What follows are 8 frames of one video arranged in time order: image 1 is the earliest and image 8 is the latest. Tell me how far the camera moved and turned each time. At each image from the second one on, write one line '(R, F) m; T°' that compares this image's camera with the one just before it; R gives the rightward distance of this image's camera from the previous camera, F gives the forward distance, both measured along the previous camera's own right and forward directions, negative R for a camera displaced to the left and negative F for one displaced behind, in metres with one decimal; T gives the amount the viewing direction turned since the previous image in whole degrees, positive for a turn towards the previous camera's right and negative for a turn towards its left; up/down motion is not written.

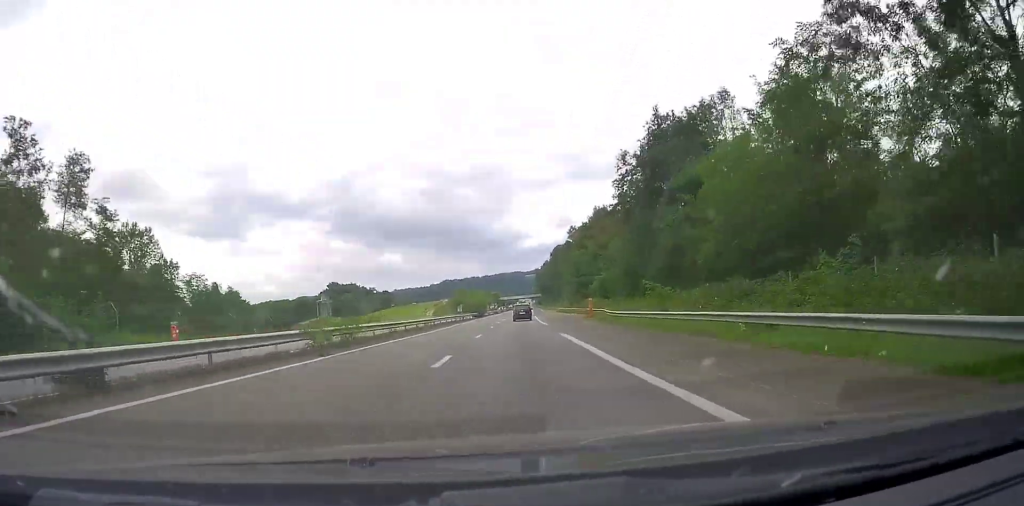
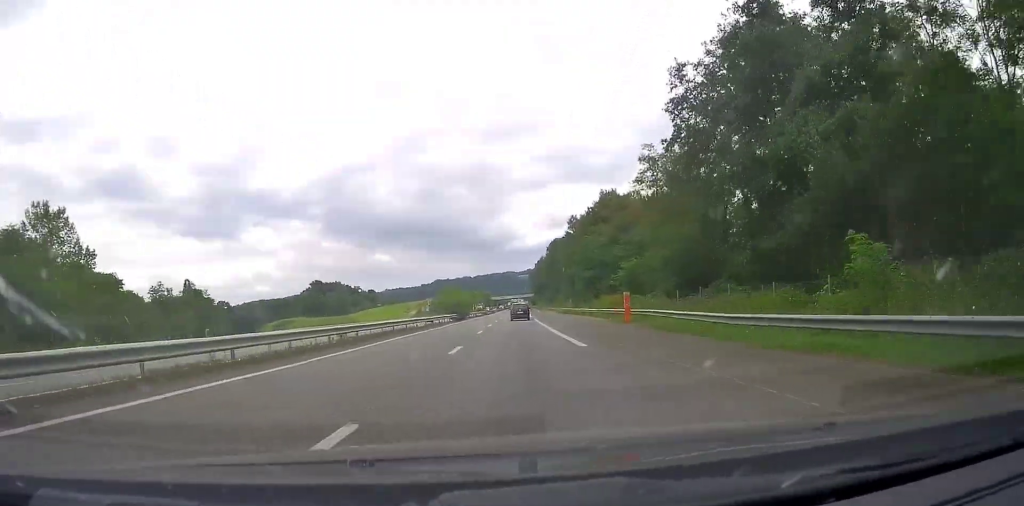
(+0.7, +24.8) m; +2°
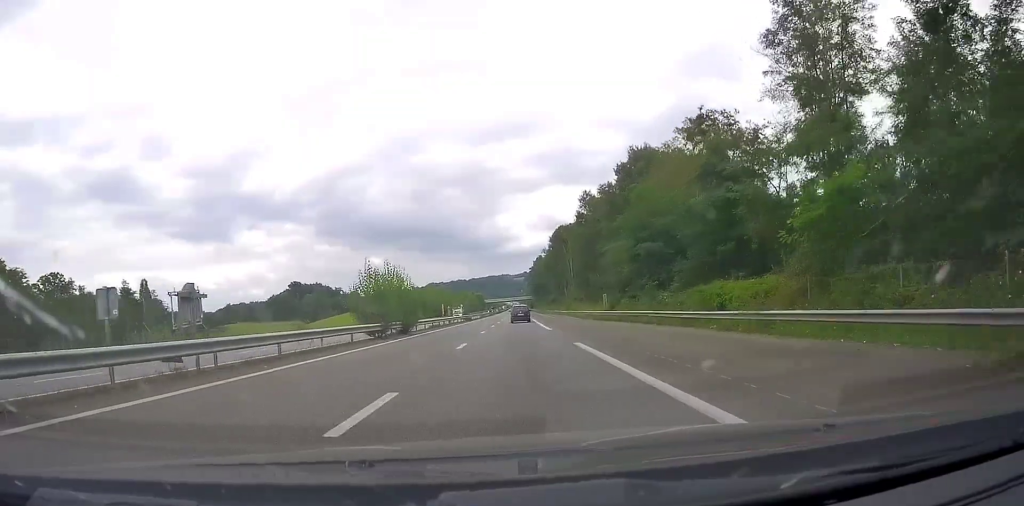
(+1.0, +43.1) m; +2°
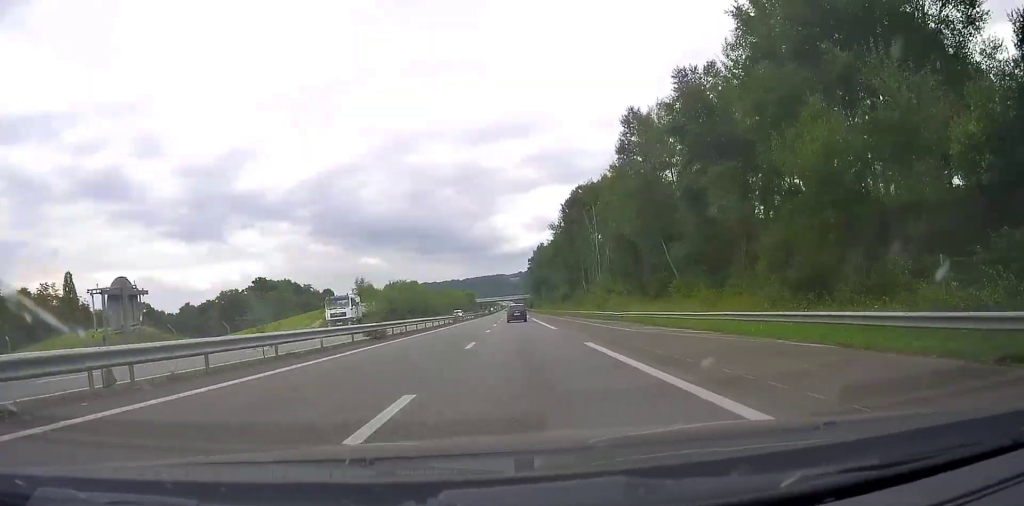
(+0.4, +55.9) m; +1°
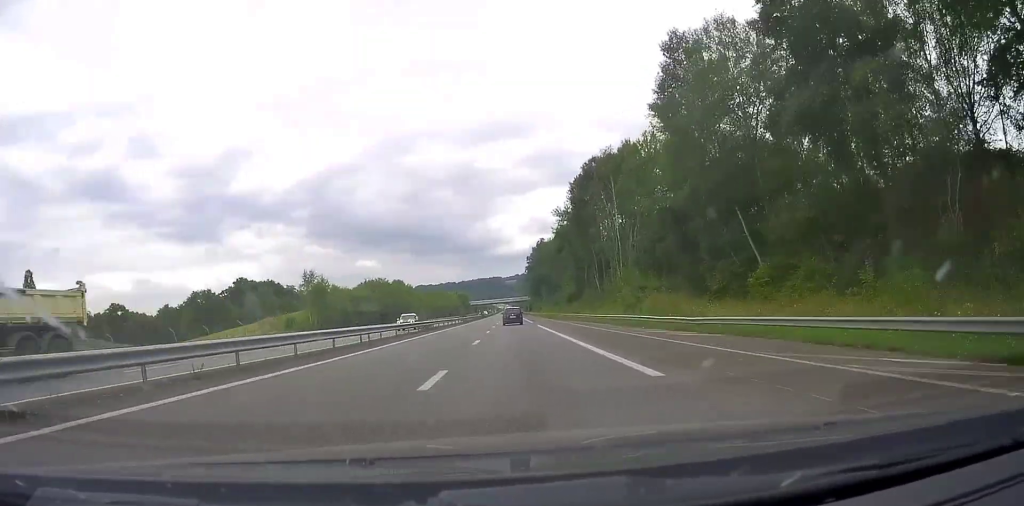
(+0.2, +24.4) m; +1°
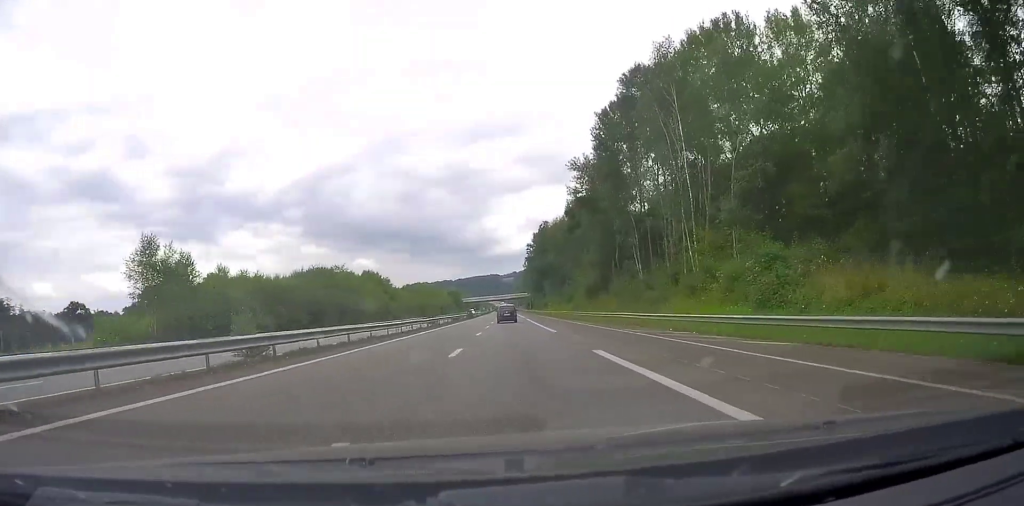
(+0.2, +37.7) m; 0°
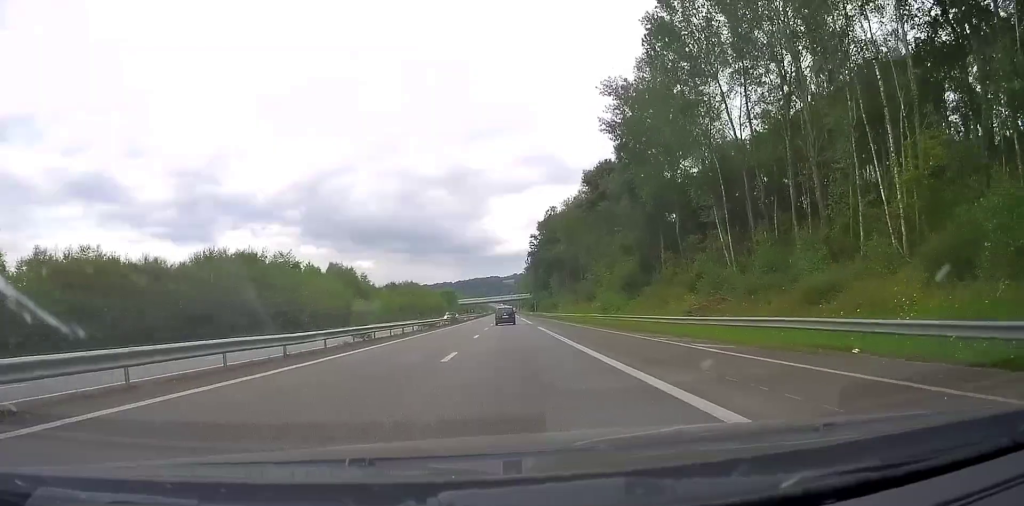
(-0.1, +28.8) m; 0°
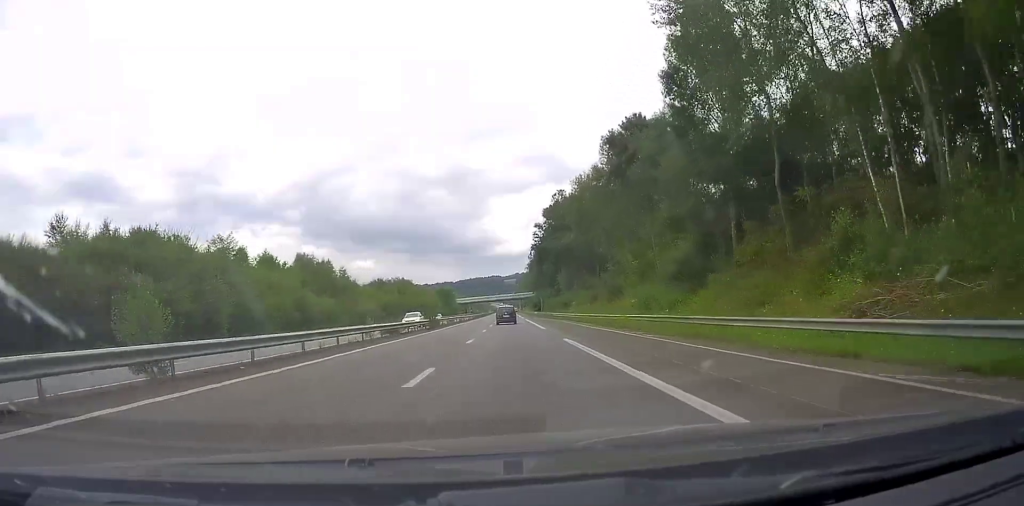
(0.0, +18.8) m; 0°
